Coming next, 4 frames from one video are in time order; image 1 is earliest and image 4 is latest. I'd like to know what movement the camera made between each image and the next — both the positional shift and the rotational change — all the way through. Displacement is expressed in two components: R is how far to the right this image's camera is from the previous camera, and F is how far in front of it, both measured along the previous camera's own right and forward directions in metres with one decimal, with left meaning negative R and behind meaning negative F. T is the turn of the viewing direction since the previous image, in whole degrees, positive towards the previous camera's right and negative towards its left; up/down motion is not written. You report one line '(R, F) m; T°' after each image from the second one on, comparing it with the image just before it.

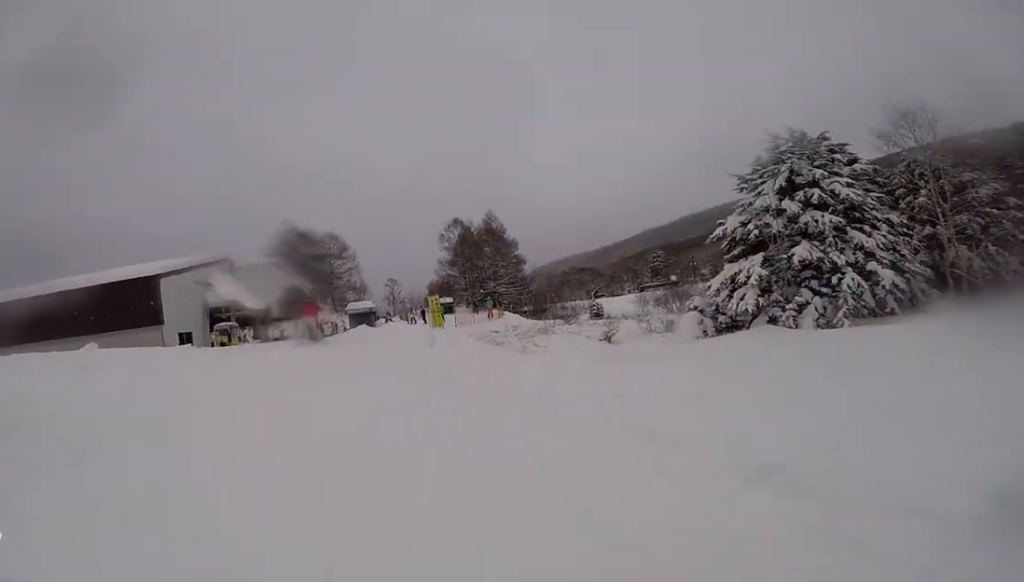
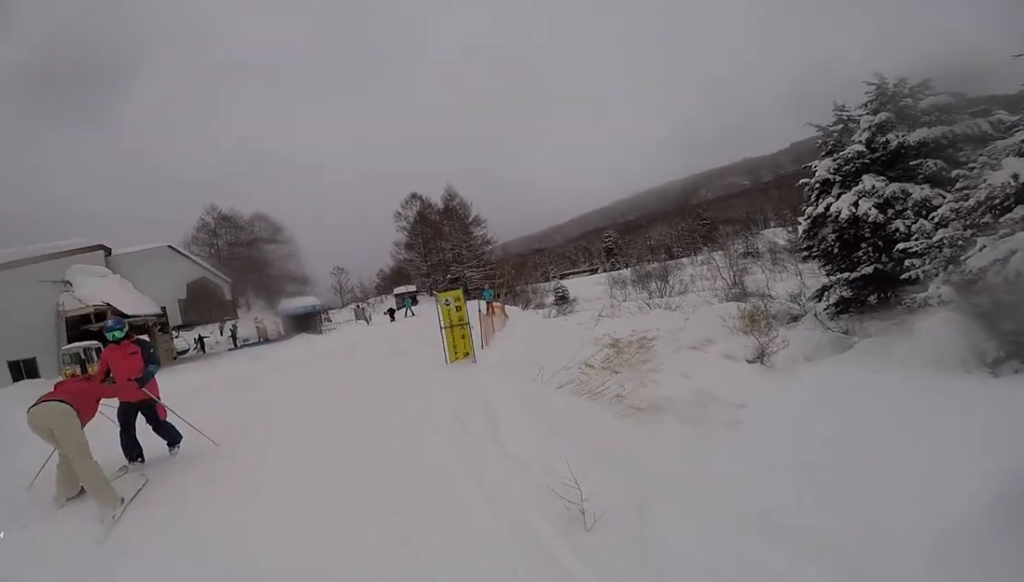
(+0.5, +10.2) m; +4°
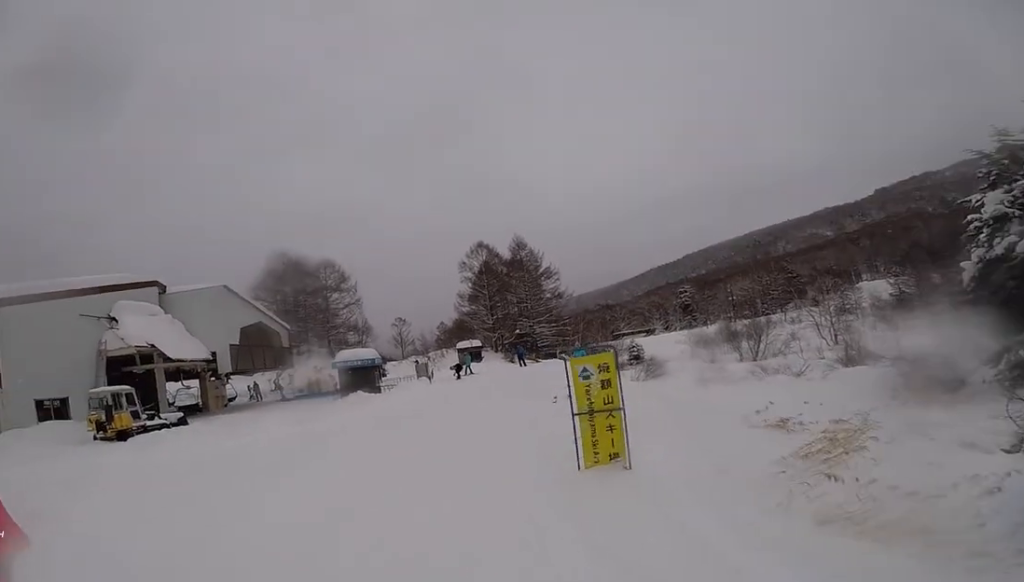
(0.0, +3.6) m; +6°
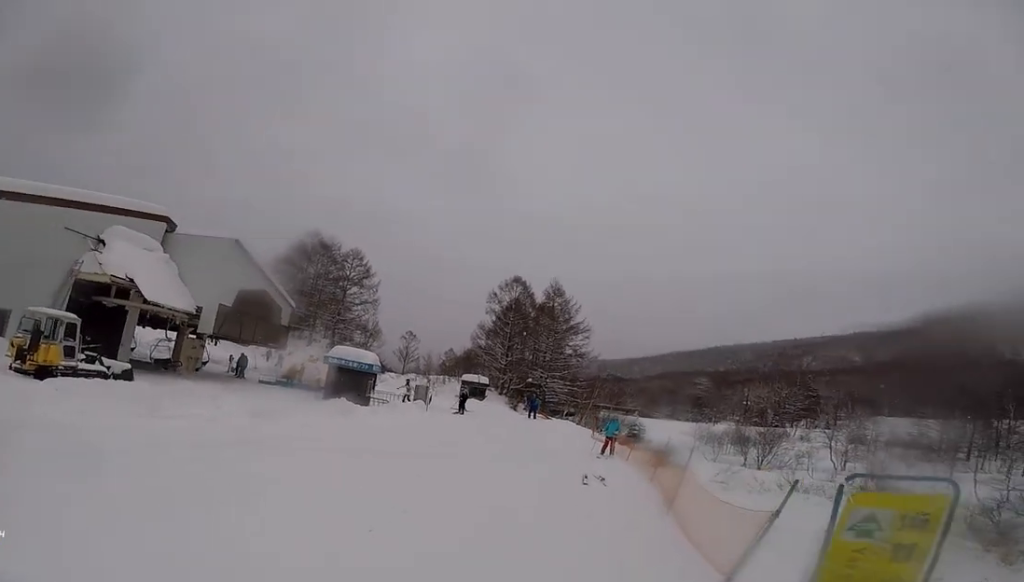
(+0.3, +3.5) m; +9°
